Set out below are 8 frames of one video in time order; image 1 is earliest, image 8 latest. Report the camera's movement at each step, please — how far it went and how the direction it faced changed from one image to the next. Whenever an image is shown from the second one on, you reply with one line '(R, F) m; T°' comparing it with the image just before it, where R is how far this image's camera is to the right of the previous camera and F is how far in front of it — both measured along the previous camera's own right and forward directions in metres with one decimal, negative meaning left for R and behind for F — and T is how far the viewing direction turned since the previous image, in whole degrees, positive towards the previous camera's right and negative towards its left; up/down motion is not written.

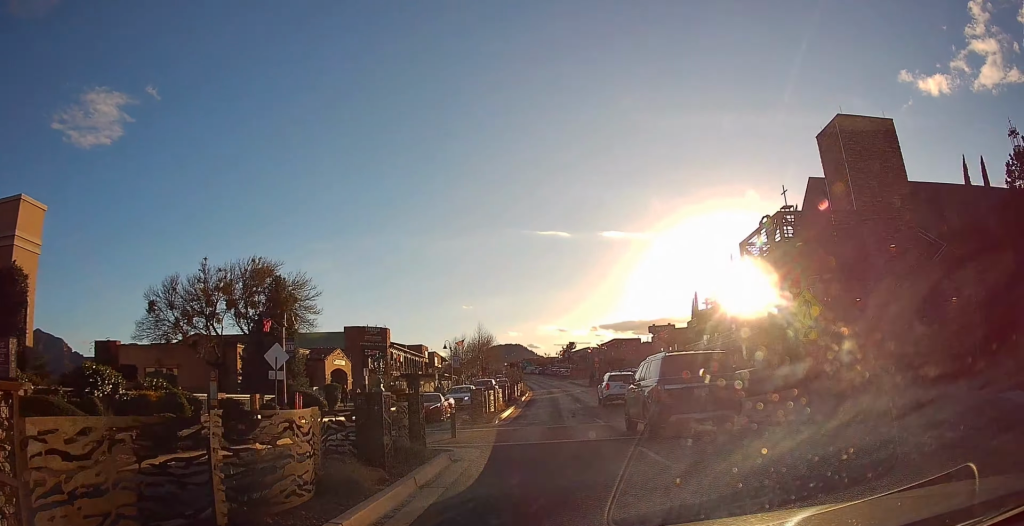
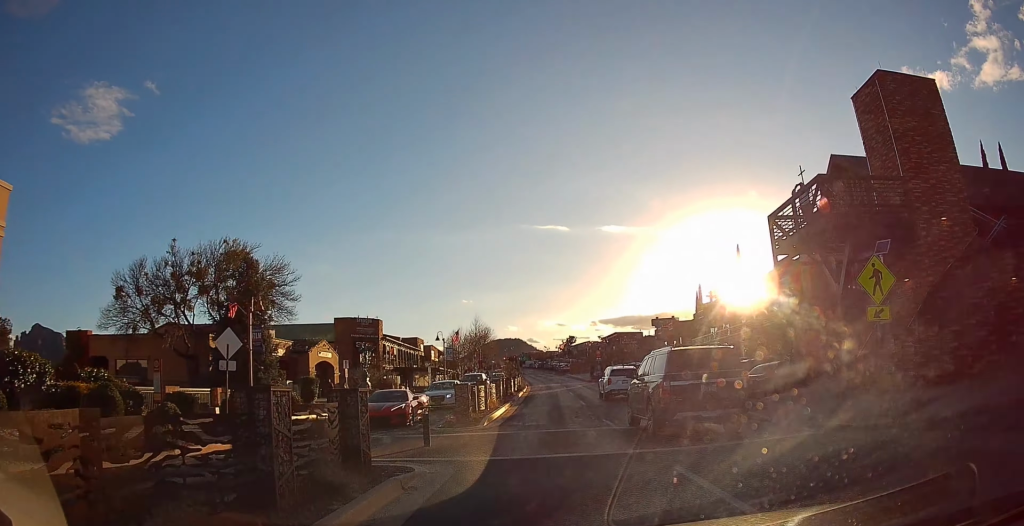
(0.0, +4.3) m; +1°
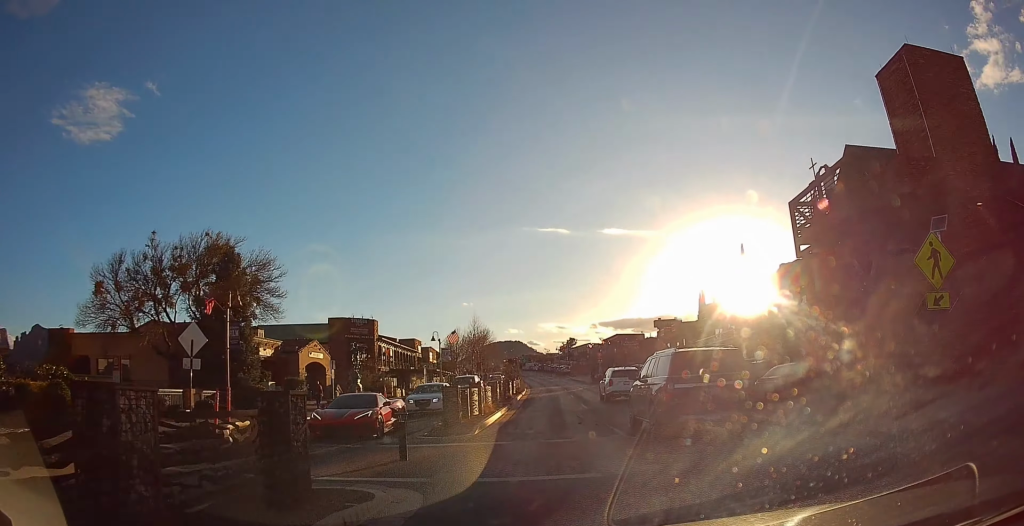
(0.0, +2.4) m; +1°
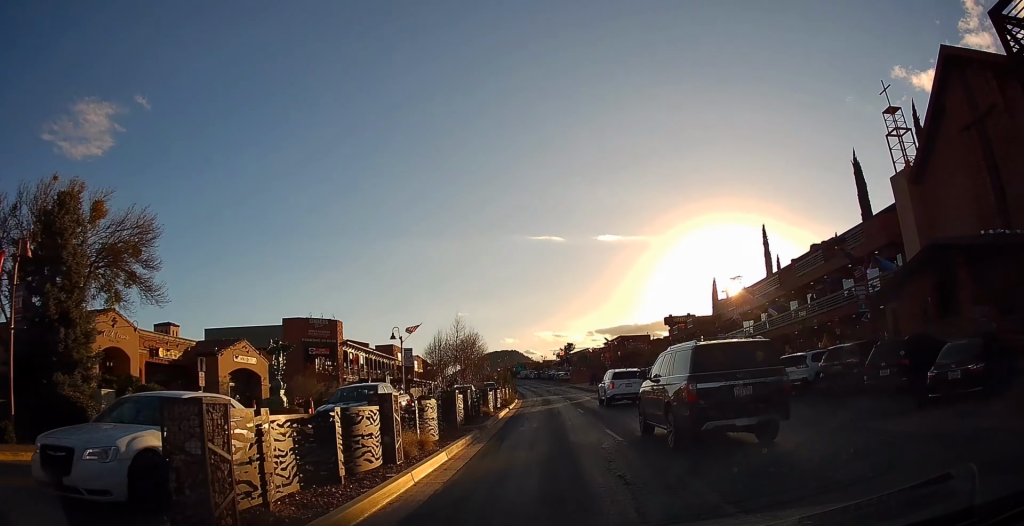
(+0.1, +11.9) m; 0°
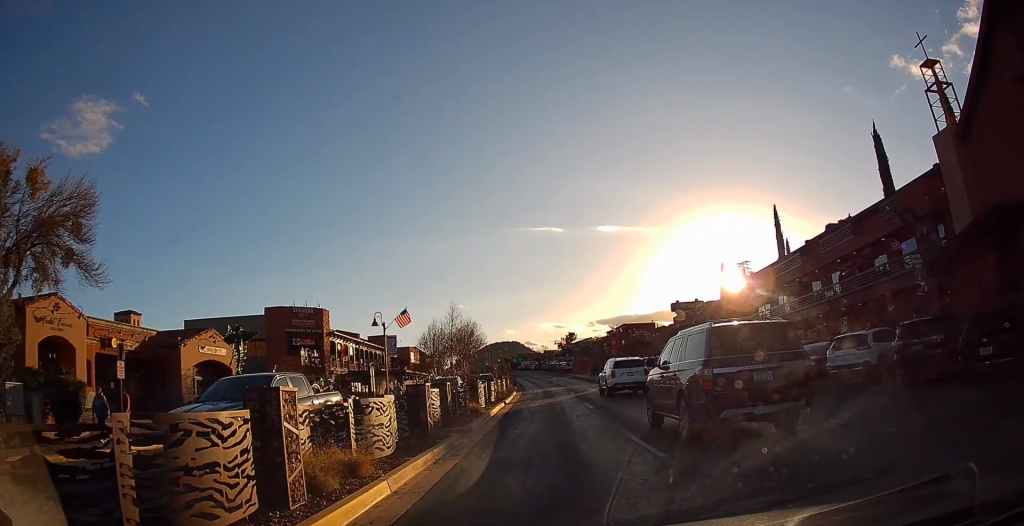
(0.0, +4.4) m; +1°
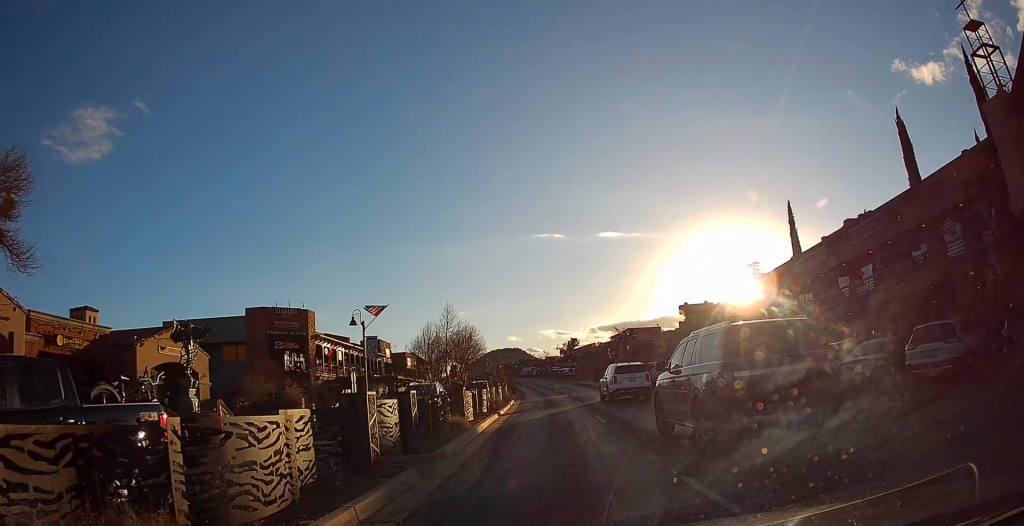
(0.0, +4.6) m; +1°
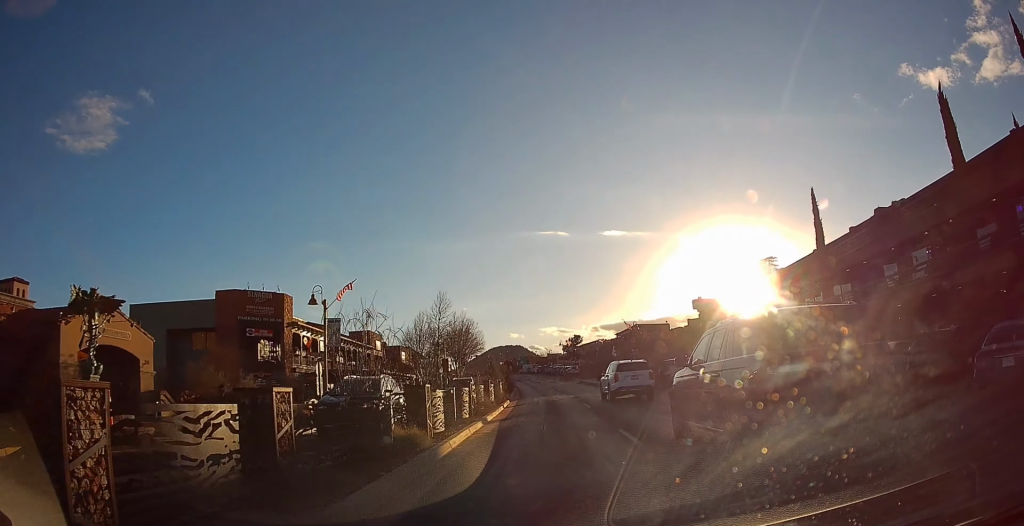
(+0.1, +5.9) m; +1°
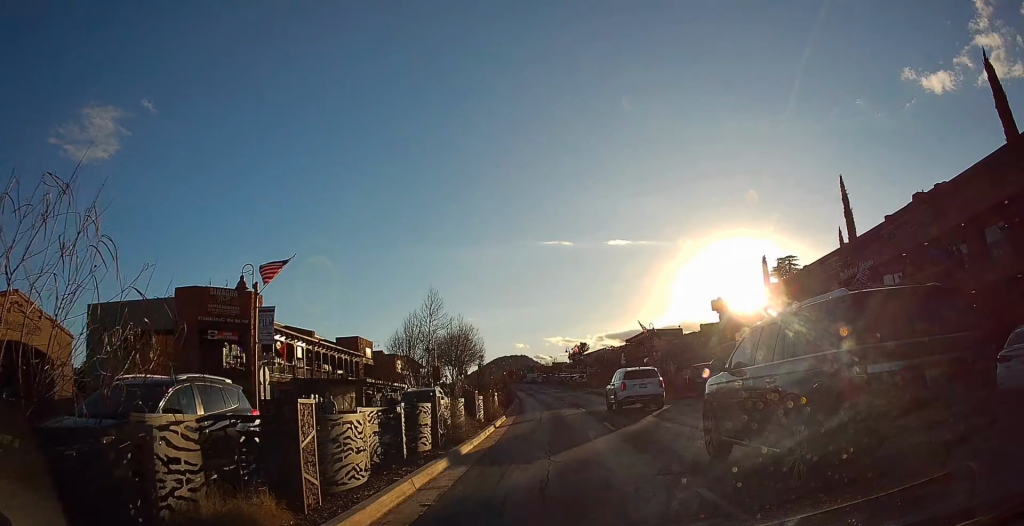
(0.0, +6.2) m; -1°
